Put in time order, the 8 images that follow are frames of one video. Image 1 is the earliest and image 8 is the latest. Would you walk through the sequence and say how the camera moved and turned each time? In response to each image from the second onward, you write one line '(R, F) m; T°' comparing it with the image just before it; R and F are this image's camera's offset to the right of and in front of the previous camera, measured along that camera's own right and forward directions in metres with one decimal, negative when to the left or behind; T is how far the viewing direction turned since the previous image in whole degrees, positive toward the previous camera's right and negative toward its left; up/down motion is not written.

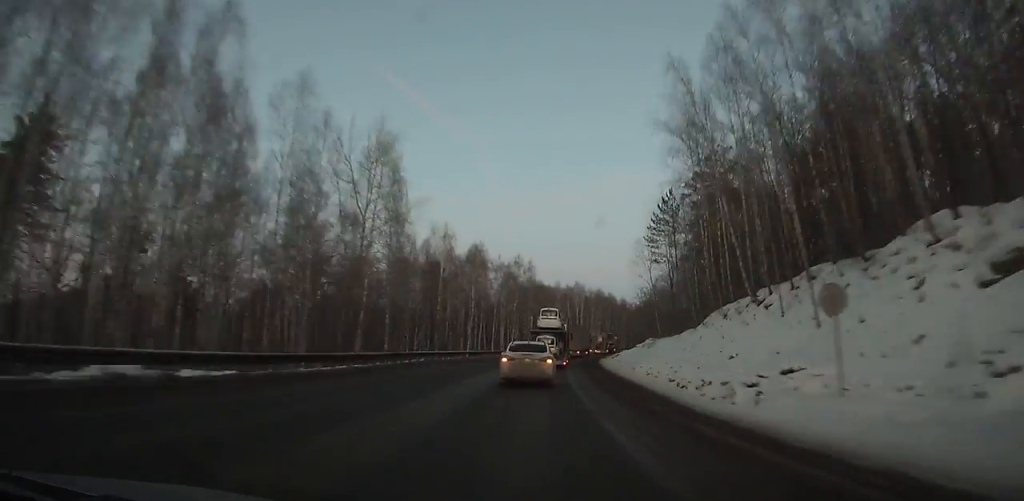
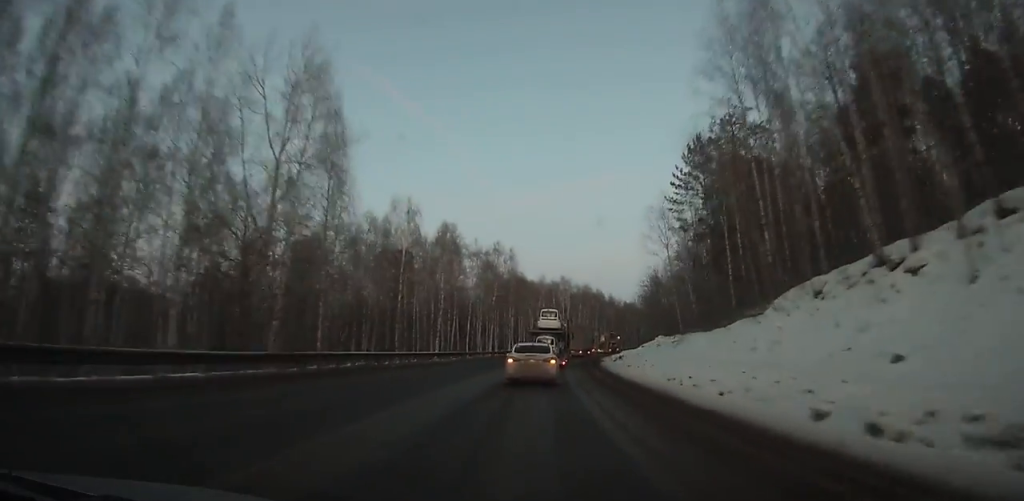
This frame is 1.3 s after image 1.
(-0.1, +14.5) m; +2°
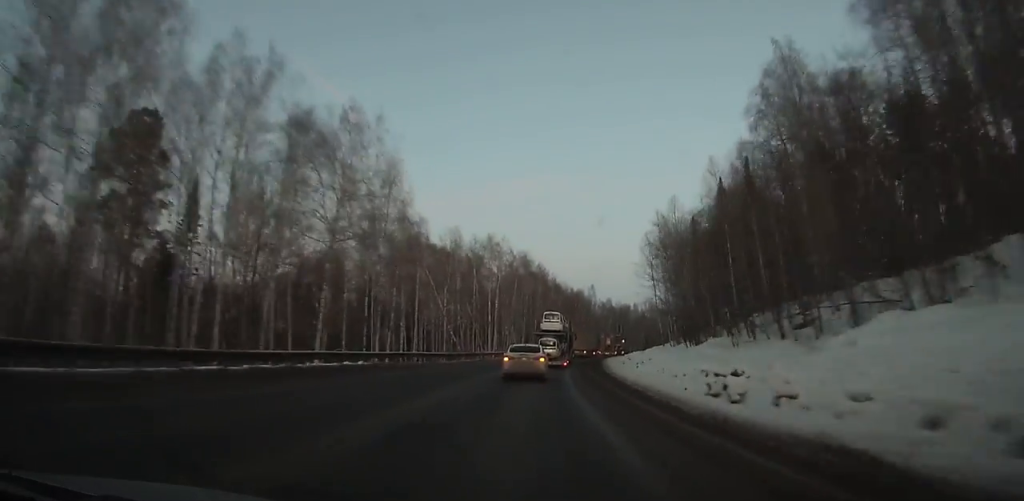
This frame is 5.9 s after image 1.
(+4.0, +52.0) m; +8°
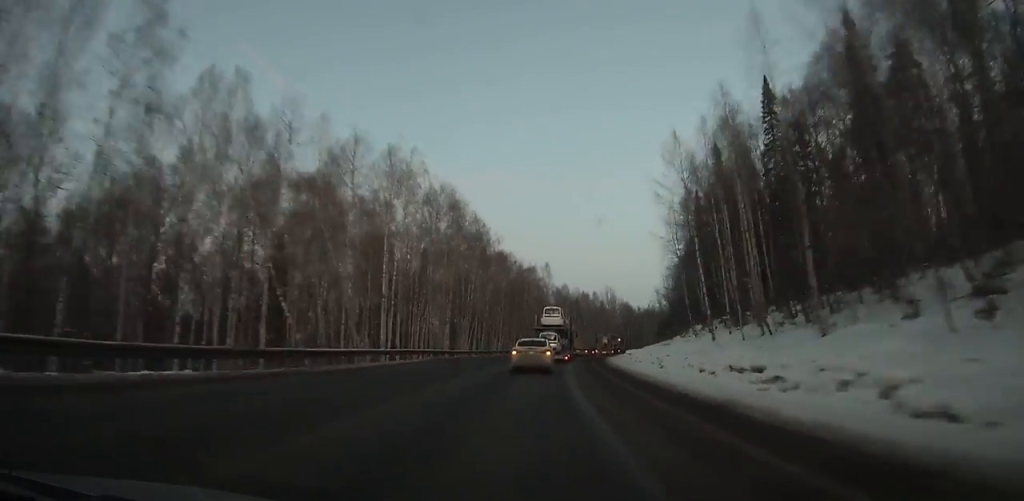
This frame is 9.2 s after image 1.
(+1.8, +38.2) m; +5°
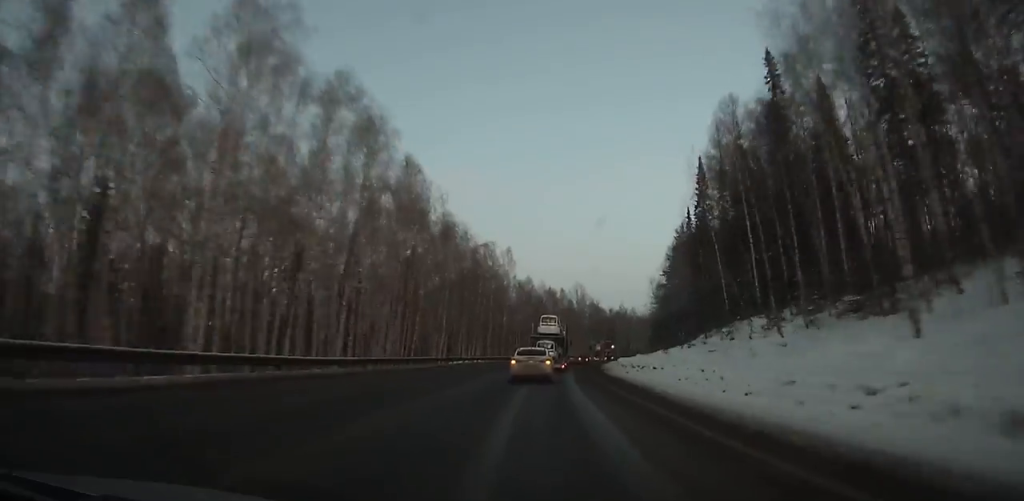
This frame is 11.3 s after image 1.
(+0.6, +24.7) m; +3°
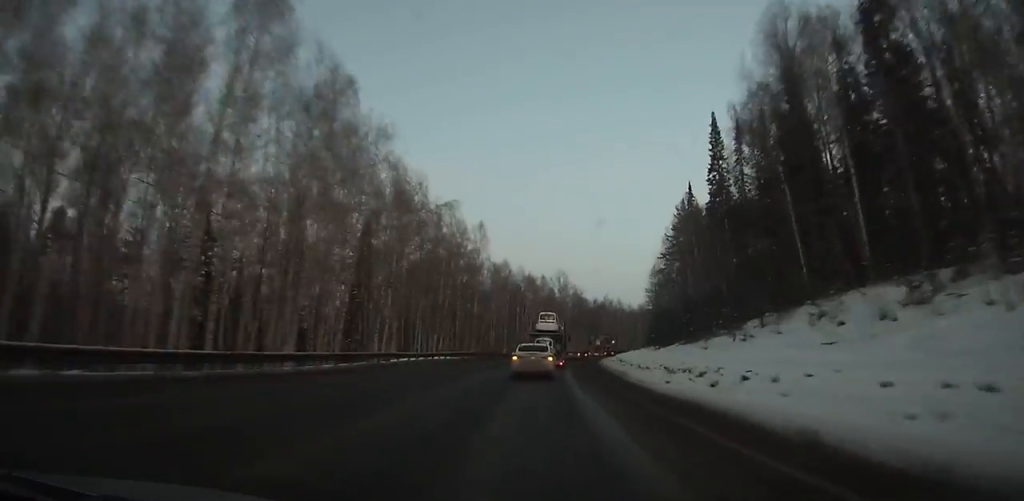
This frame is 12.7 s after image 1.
(+0.2, +16.6) m; +2°
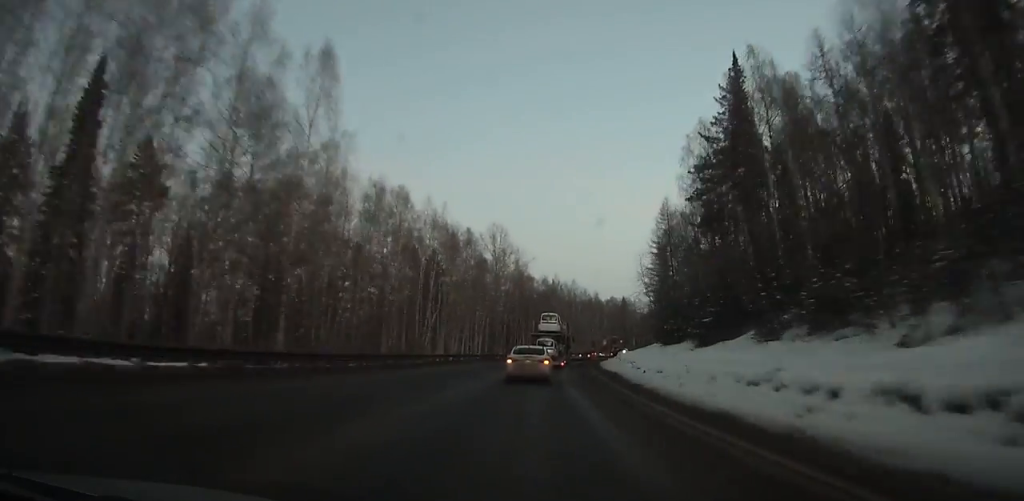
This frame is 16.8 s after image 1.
(+3.0, +49.0) m; +7°
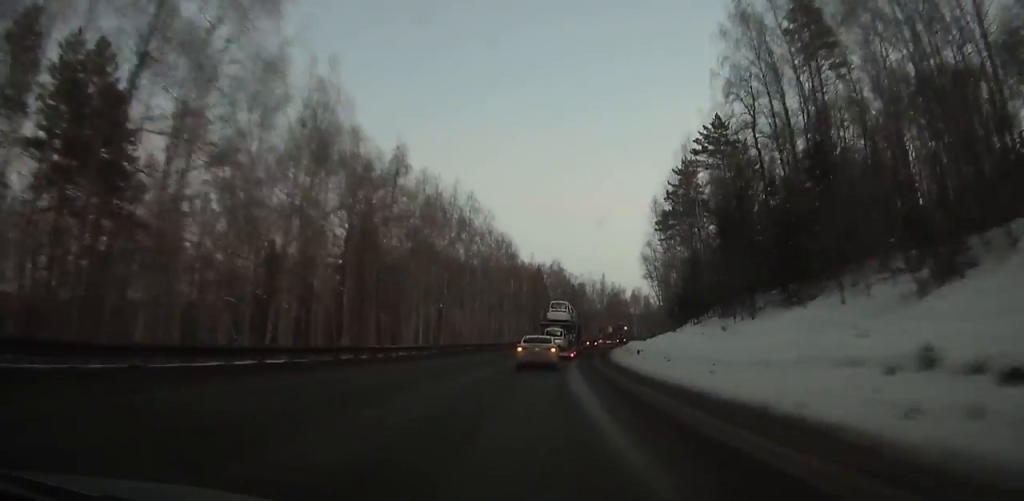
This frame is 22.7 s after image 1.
(+6.2, +70.9) m; +11°
